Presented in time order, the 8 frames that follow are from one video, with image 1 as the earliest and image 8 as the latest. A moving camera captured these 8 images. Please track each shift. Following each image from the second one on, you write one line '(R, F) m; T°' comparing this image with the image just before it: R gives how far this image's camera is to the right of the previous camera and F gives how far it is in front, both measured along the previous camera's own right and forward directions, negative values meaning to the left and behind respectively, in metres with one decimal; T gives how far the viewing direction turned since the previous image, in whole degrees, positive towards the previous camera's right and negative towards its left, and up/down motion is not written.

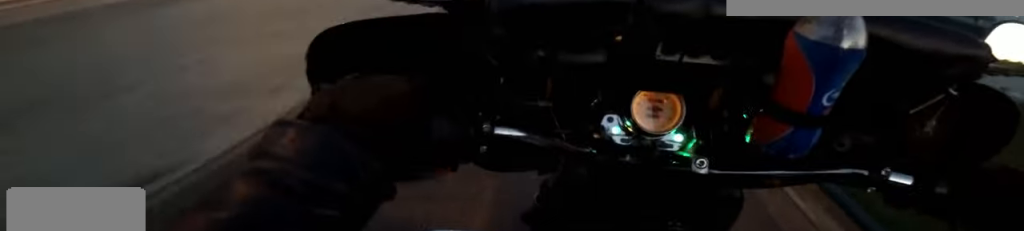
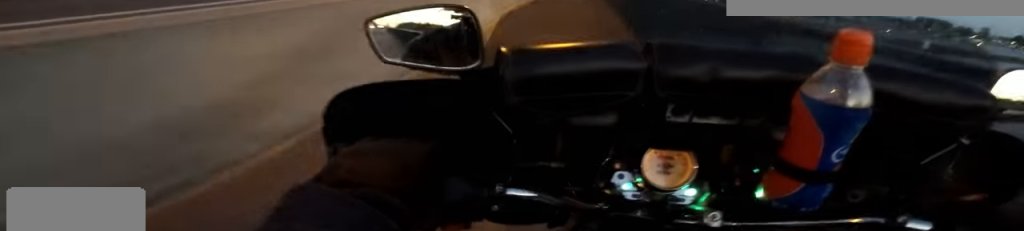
(-0.3, +12.9) m; -1°
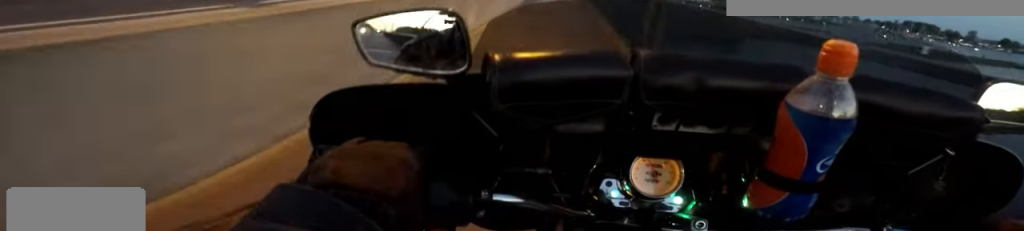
(0.0, +6.0) m; 0°
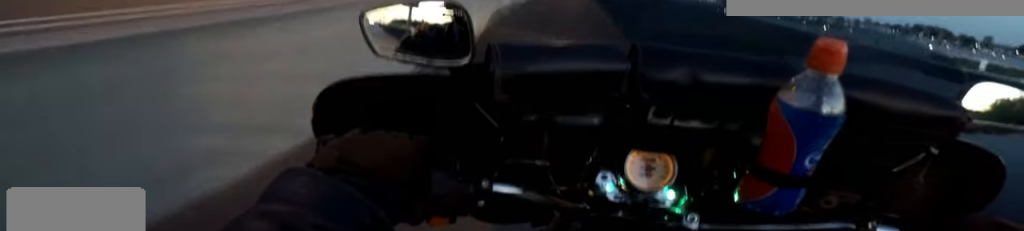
(+0.6, +20.5) m; +2°
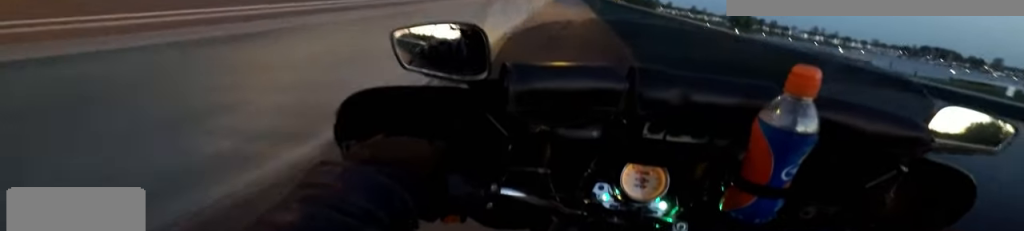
(0.0, +6.6) m; -1°
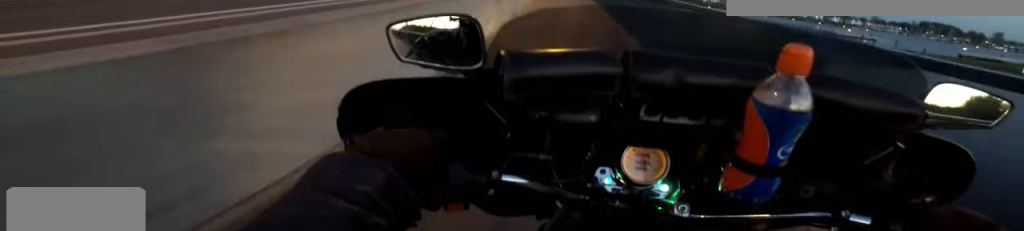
(+0.1, +5.1) m; -1°
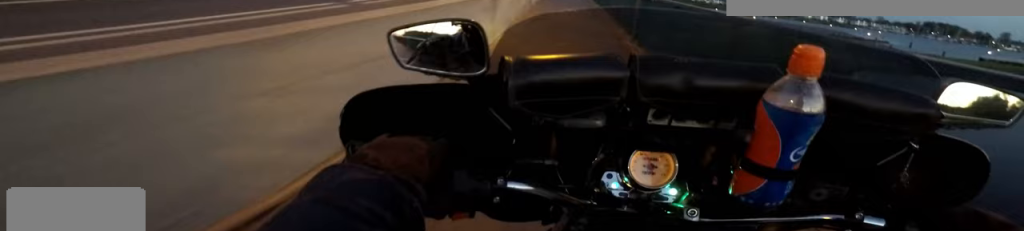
(-0.2, +7.4) m; +2°
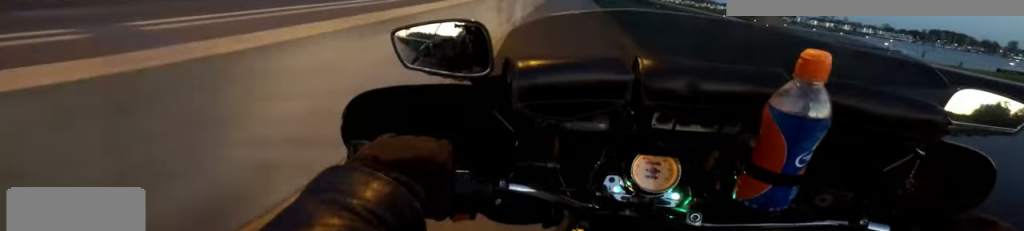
(-0.4, +5.4) m; +2°
